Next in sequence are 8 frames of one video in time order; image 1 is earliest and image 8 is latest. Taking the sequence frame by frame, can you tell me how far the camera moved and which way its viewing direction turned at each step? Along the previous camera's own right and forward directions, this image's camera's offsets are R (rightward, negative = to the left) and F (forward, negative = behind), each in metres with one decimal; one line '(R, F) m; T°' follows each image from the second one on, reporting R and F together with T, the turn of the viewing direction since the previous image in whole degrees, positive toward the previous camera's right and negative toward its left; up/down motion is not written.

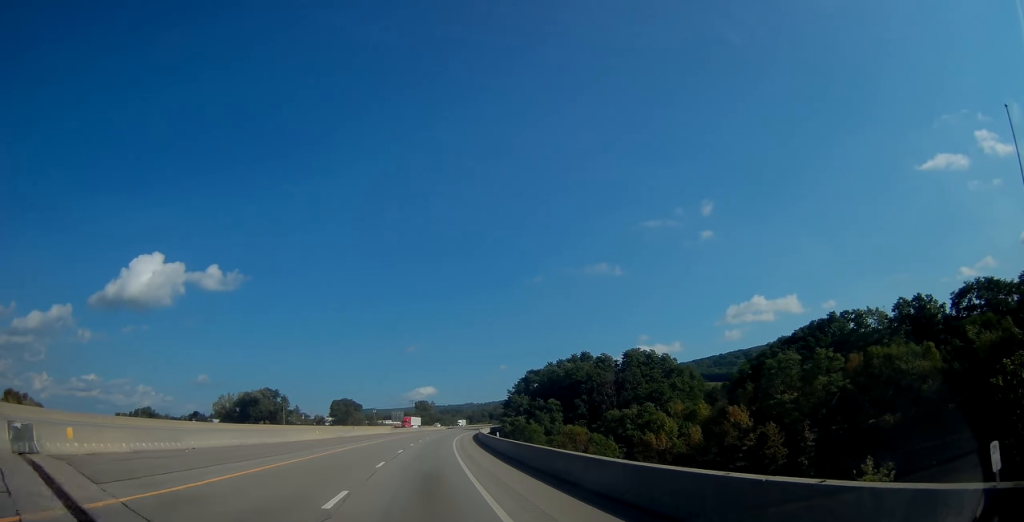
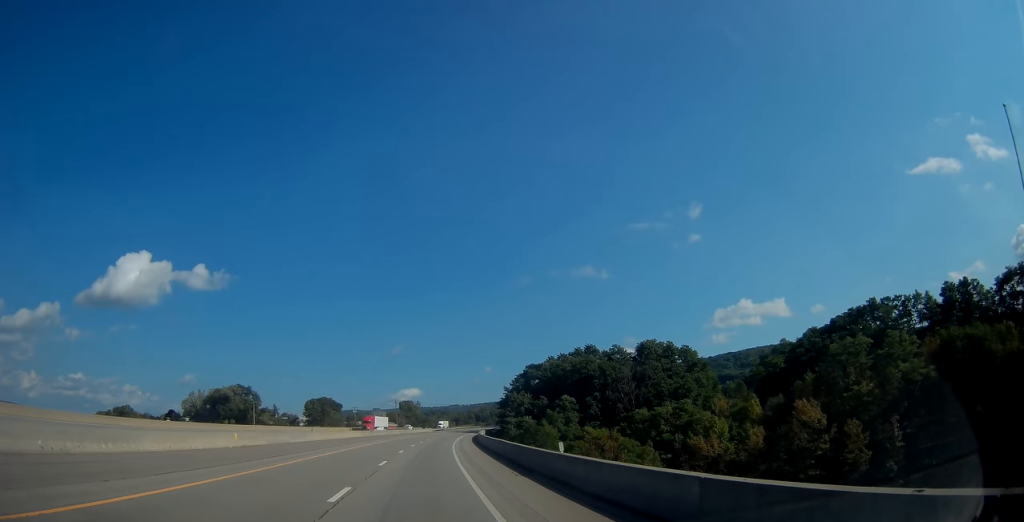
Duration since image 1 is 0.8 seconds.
(+0.4, +22.7) m; +1°
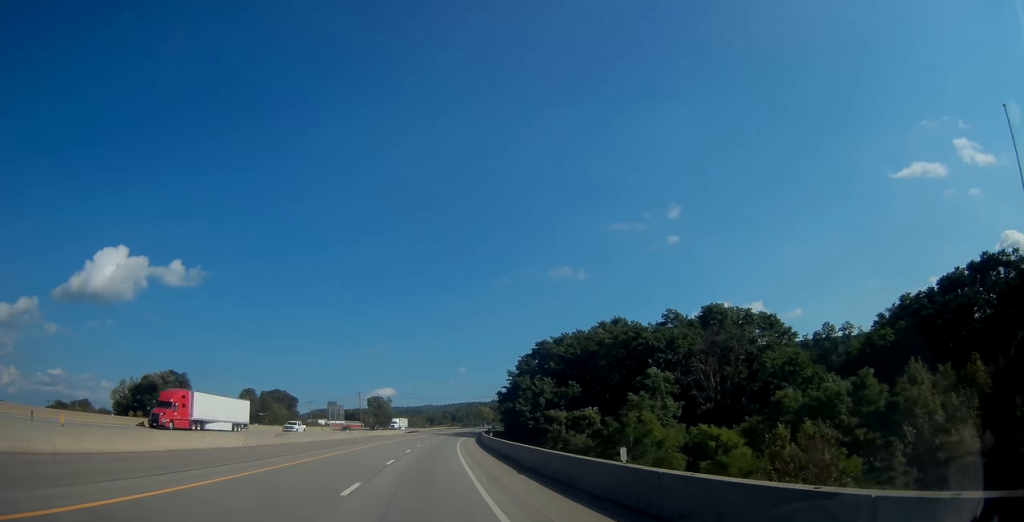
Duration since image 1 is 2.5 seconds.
(+0.7, +47.2) m; +2°
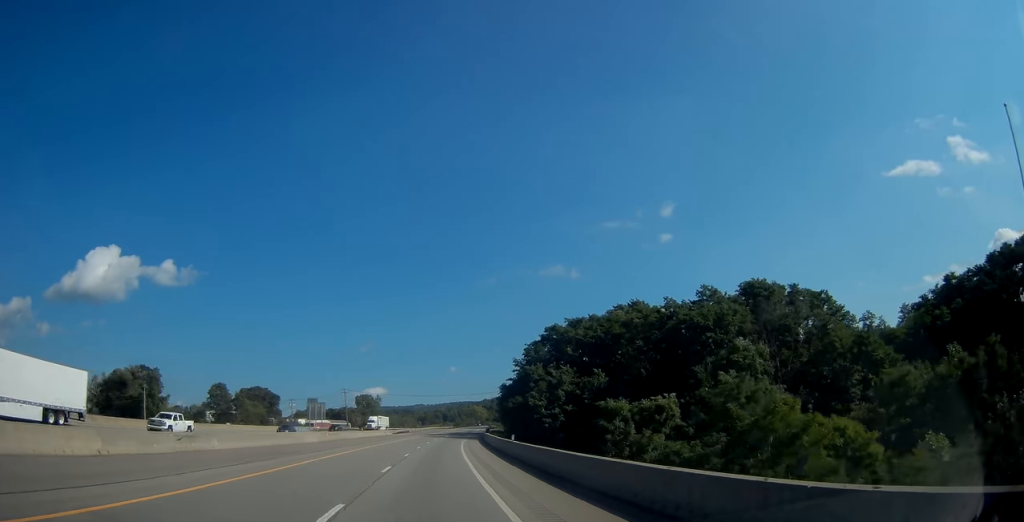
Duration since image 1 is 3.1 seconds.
(+0.1, +16.9) m; +1°
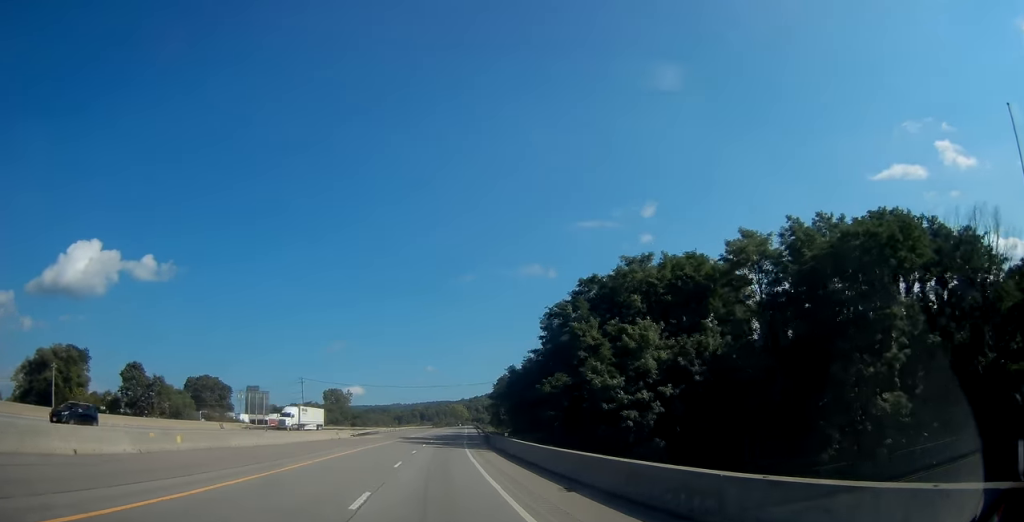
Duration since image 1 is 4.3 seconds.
(+0.9, +33.9) m; +3°
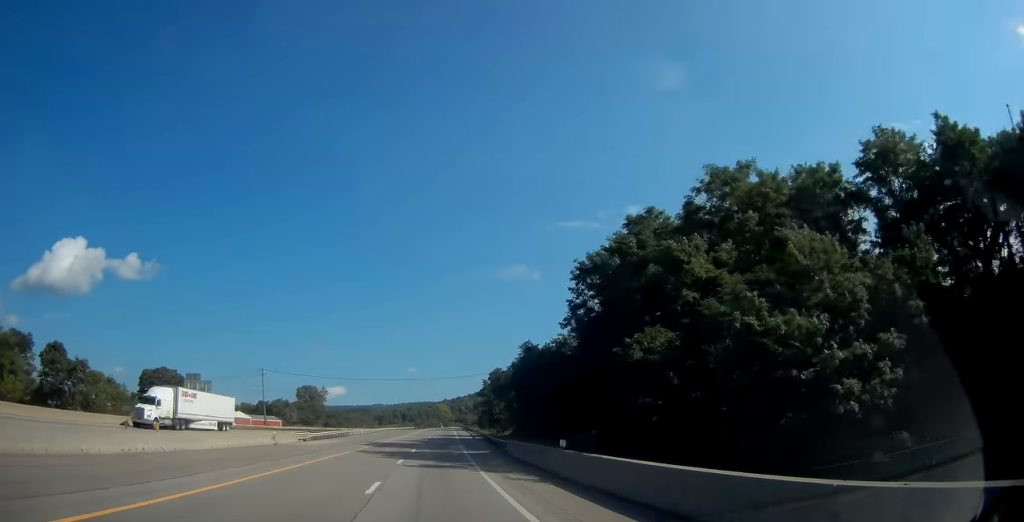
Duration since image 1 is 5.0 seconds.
(+0.2, +21.6) m; +1°
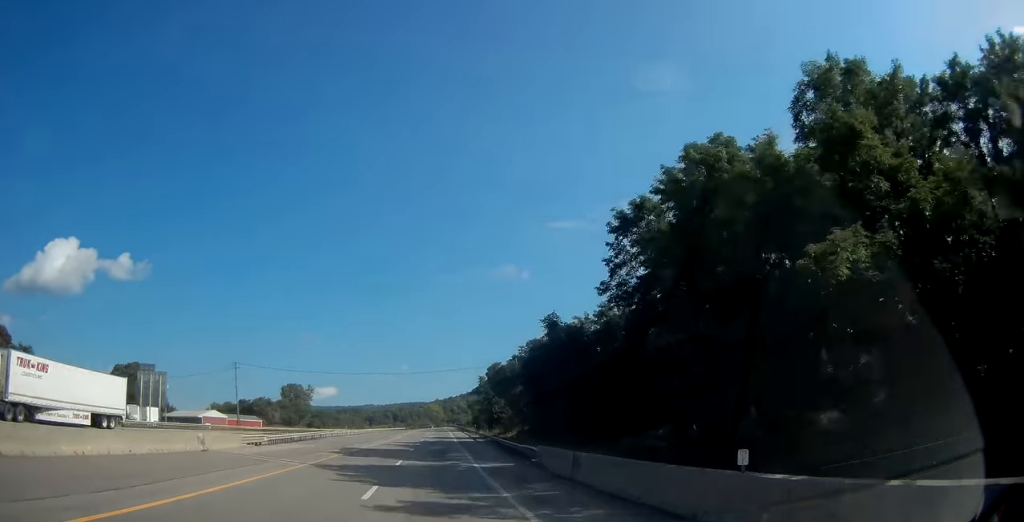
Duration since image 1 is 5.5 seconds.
(-0.1, +13.1) m; 0°
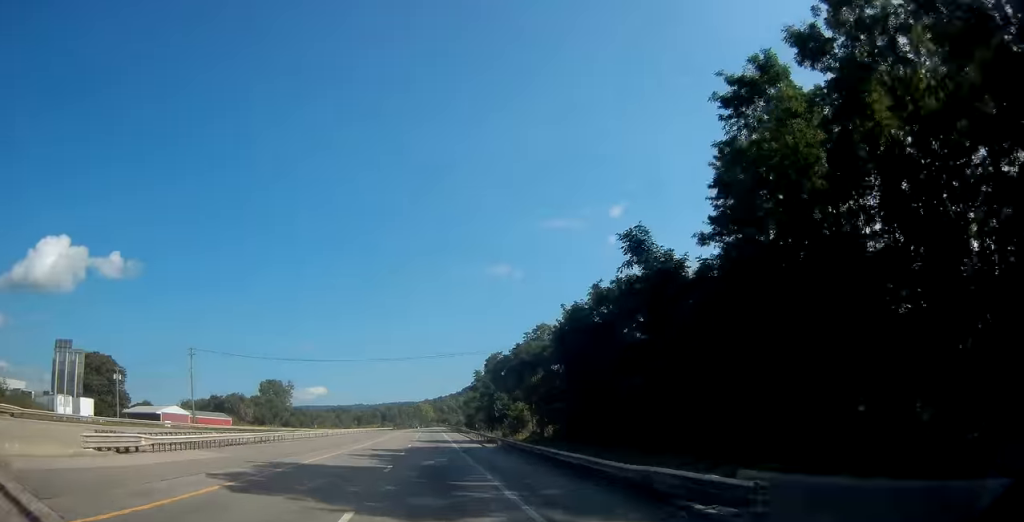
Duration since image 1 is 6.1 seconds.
(+0.2, +17.9) m; +1°
